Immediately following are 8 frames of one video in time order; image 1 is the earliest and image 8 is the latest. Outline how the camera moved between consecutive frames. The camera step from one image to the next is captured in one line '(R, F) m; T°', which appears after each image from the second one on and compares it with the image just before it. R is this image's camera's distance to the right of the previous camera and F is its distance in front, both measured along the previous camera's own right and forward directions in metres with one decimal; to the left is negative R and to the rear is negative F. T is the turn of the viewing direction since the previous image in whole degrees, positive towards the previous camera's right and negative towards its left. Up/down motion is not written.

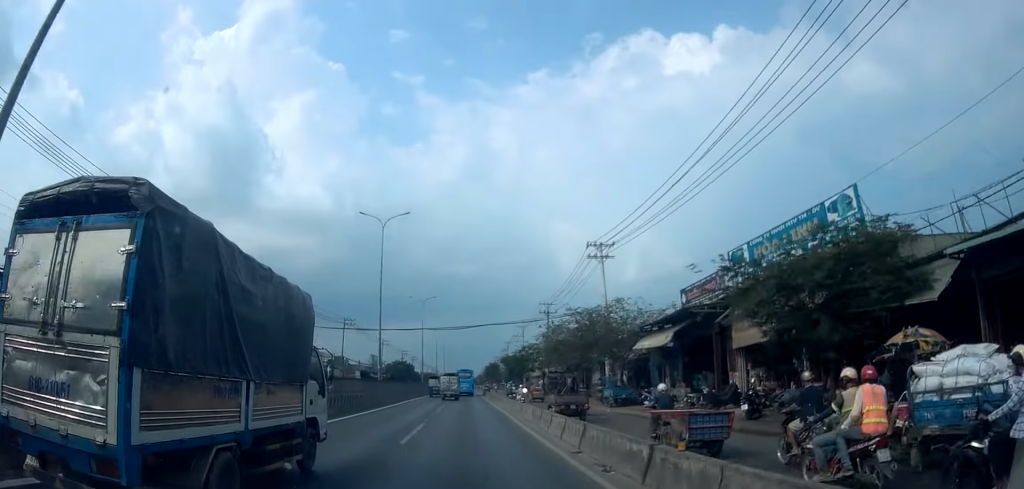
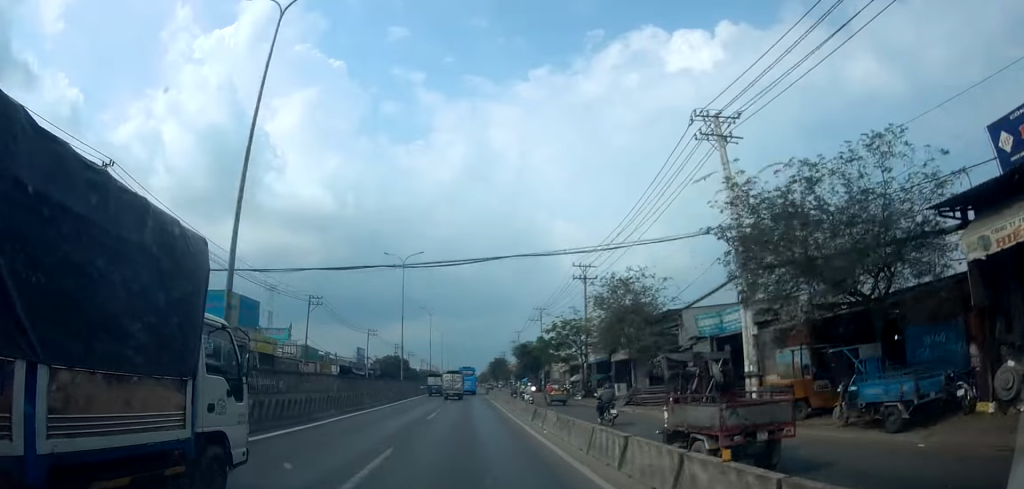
(0.0, +22.6) m; 0°
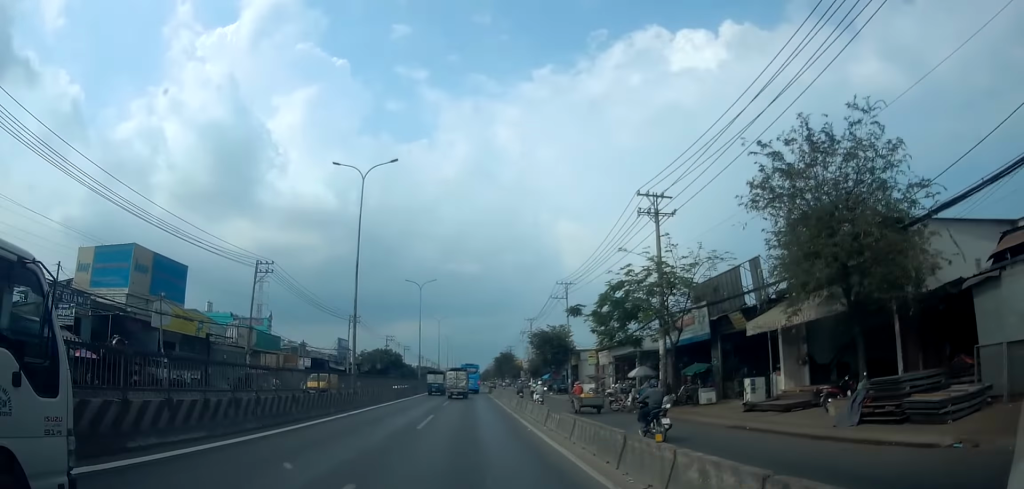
(-0.1, +19.8) m; 0°
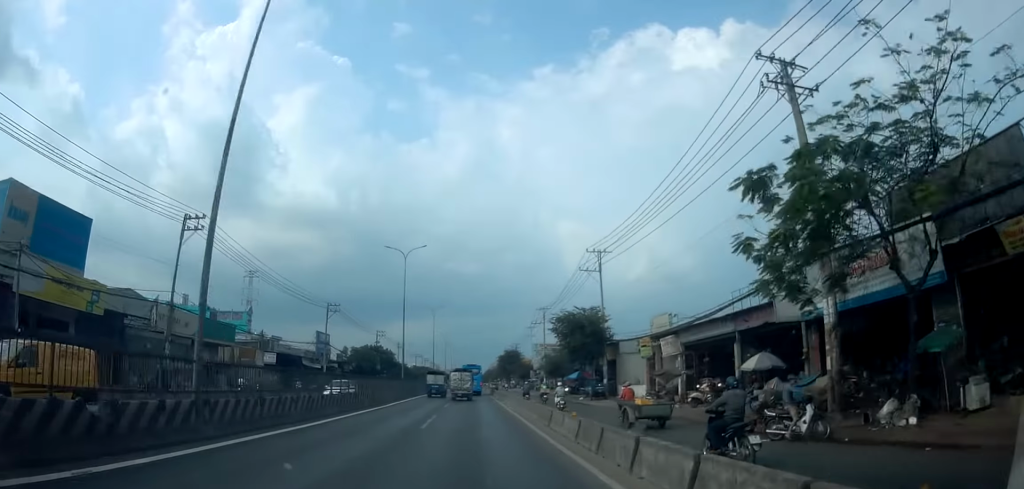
(0.0, +15.3) m; 0°
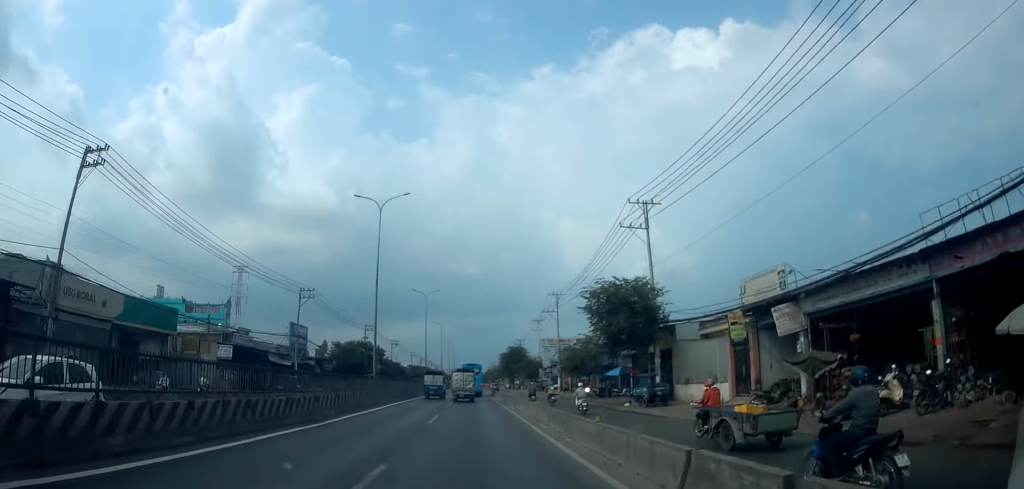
(0.0, +12.7) m; 0°
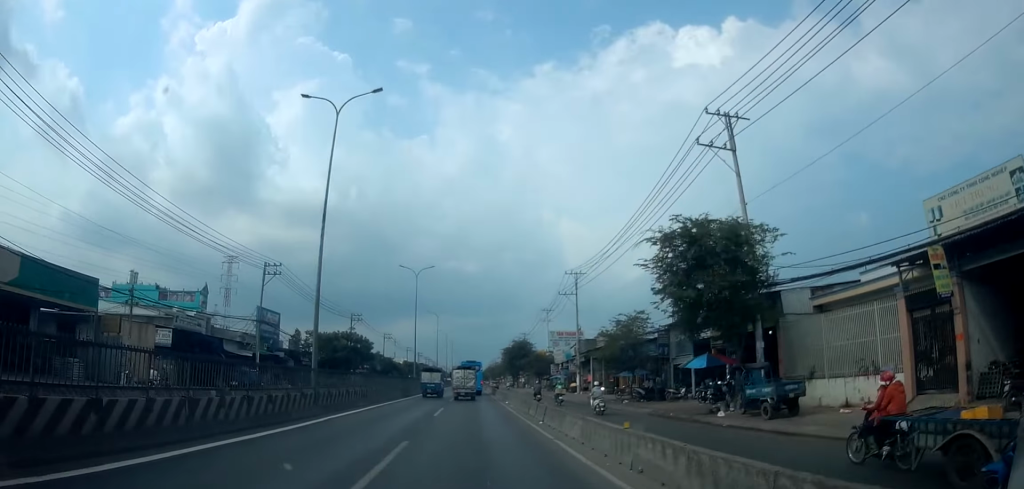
(0.0, +12.5) m; 0°
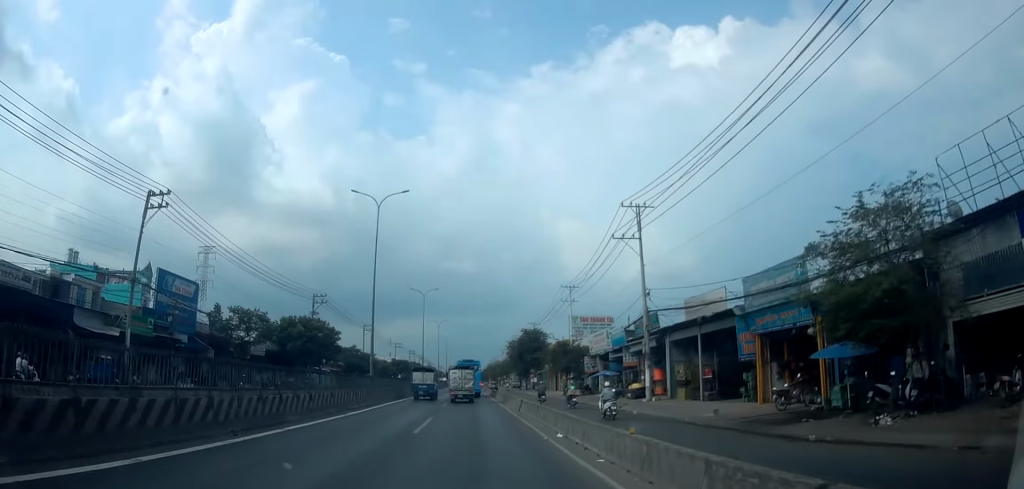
(+0.1, +22.1) m; 0°
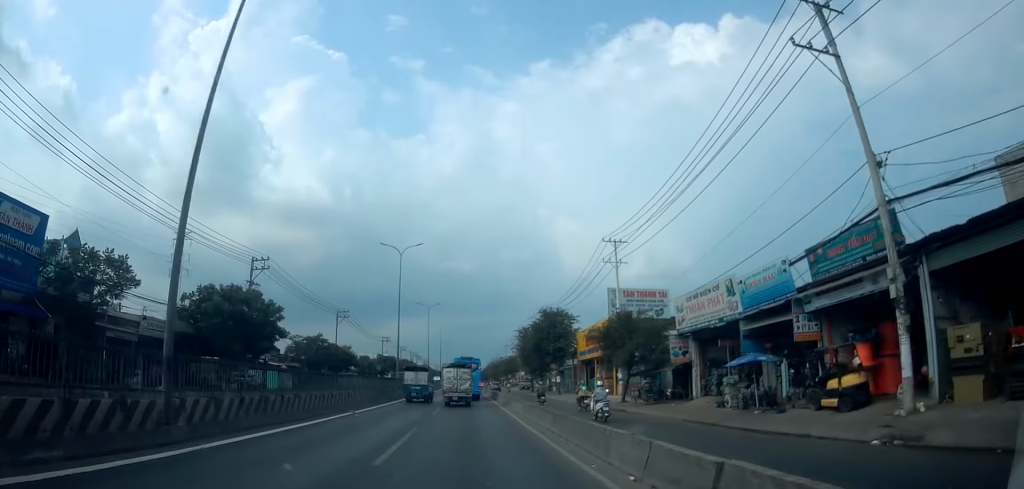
(+0.1, +21.4) m; +1°
